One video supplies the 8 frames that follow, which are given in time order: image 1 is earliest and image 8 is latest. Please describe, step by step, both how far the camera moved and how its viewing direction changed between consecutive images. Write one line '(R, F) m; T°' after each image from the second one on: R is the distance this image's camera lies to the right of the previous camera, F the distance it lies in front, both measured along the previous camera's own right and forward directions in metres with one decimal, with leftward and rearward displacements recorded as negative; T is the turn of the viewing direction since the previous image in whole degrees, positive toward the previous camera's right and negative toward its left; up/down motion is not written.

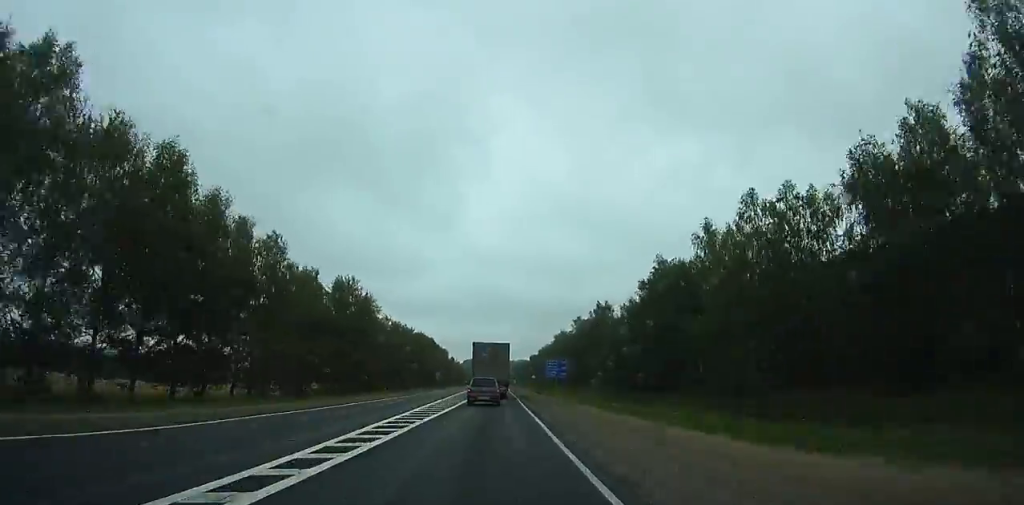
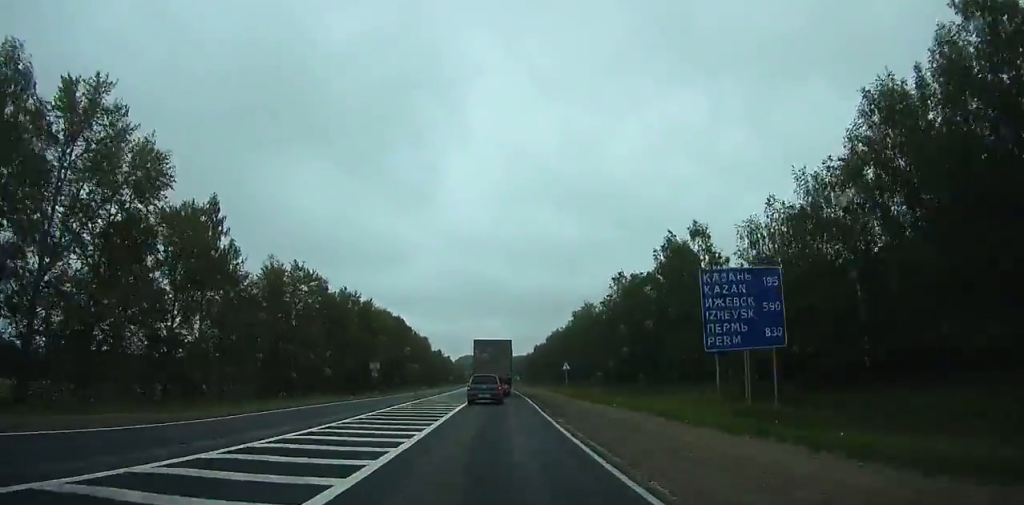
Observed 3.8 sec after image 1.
(+4.4, +70.1) m; 0°
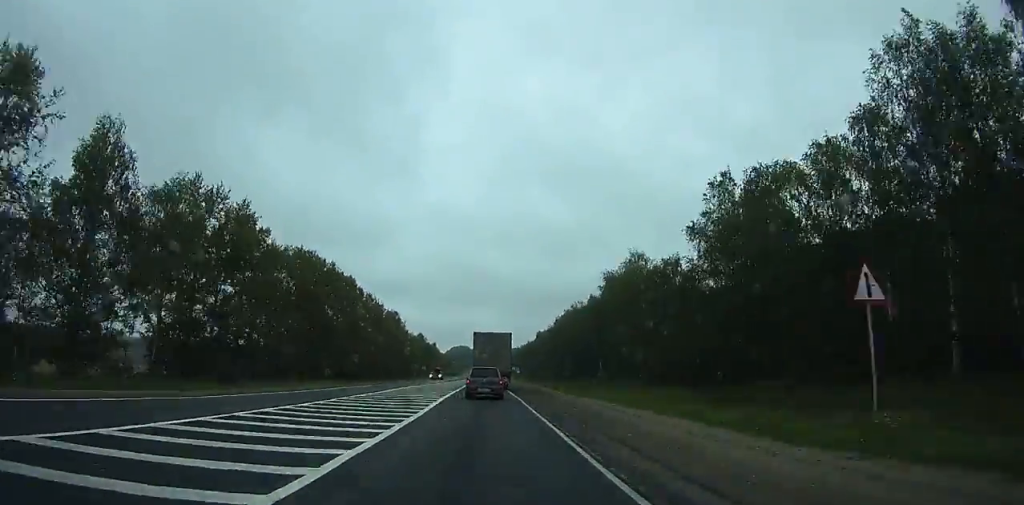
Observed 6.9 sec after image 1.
(-5.7, +57.8) m; -5°
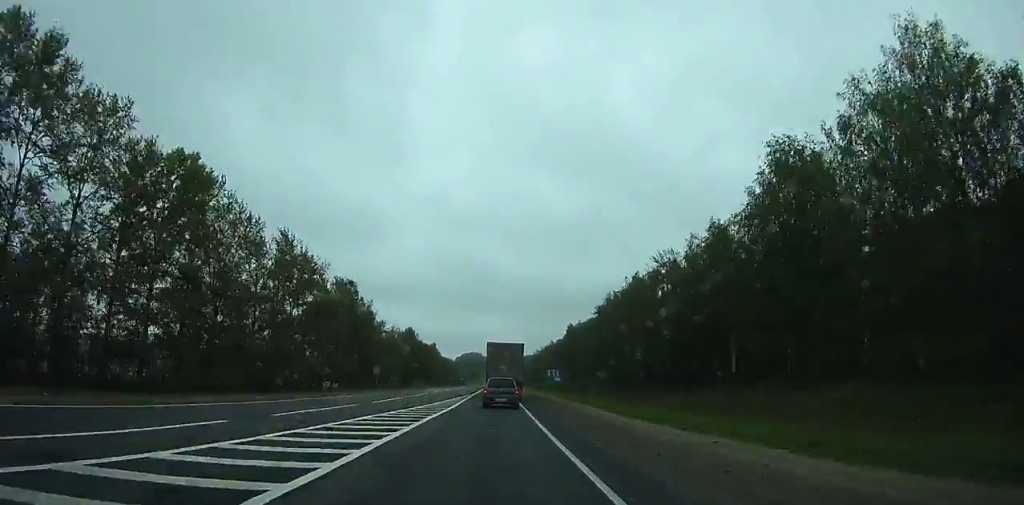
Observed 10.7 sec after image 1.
(+1.7, +71.6) m; +3°
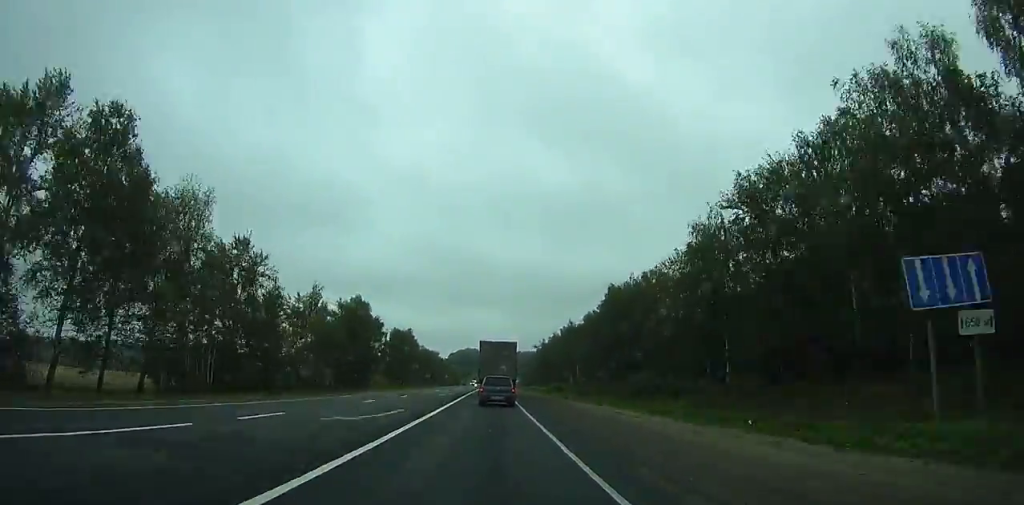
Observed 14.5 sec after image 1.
(-1.7, +70.9) m; -2°
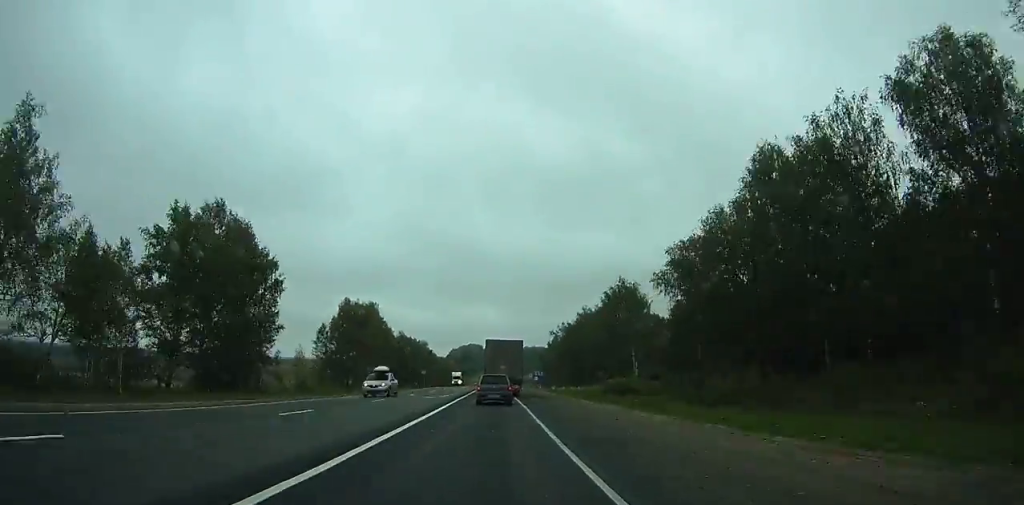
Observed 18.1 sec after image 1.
(+1.5, +68.8) m; +4°
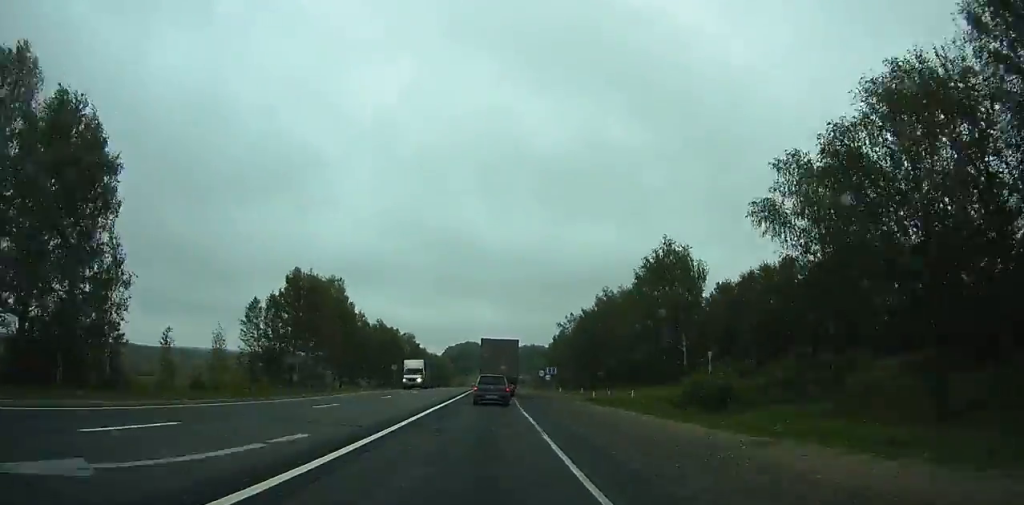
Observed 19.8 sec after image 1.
(+2.1, +33.7) m; +1°
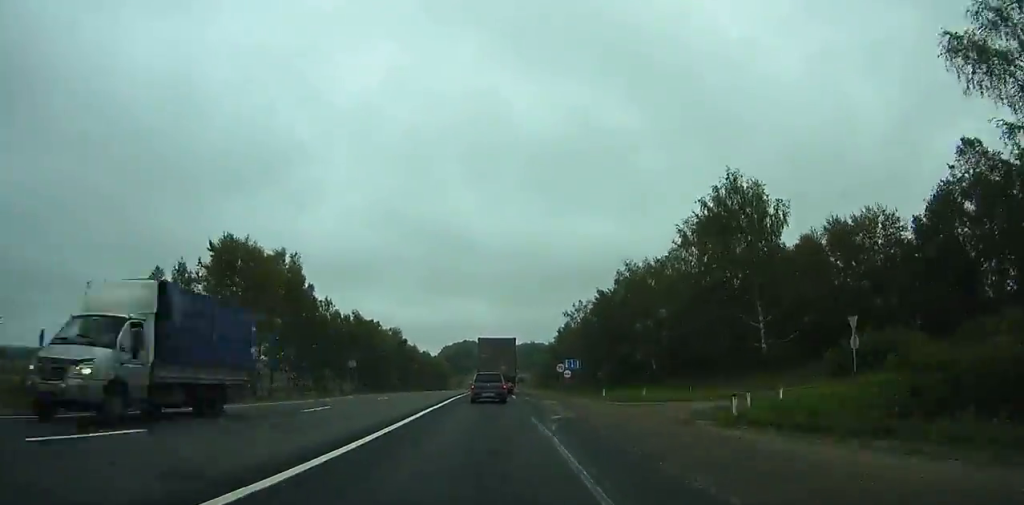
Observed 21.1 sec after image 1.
(-1.1, +25.9) m; -1°
